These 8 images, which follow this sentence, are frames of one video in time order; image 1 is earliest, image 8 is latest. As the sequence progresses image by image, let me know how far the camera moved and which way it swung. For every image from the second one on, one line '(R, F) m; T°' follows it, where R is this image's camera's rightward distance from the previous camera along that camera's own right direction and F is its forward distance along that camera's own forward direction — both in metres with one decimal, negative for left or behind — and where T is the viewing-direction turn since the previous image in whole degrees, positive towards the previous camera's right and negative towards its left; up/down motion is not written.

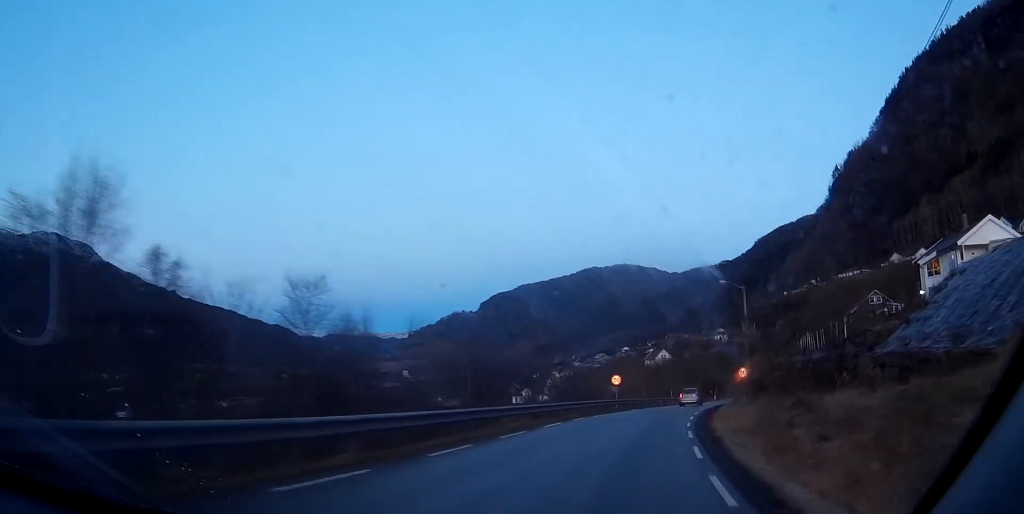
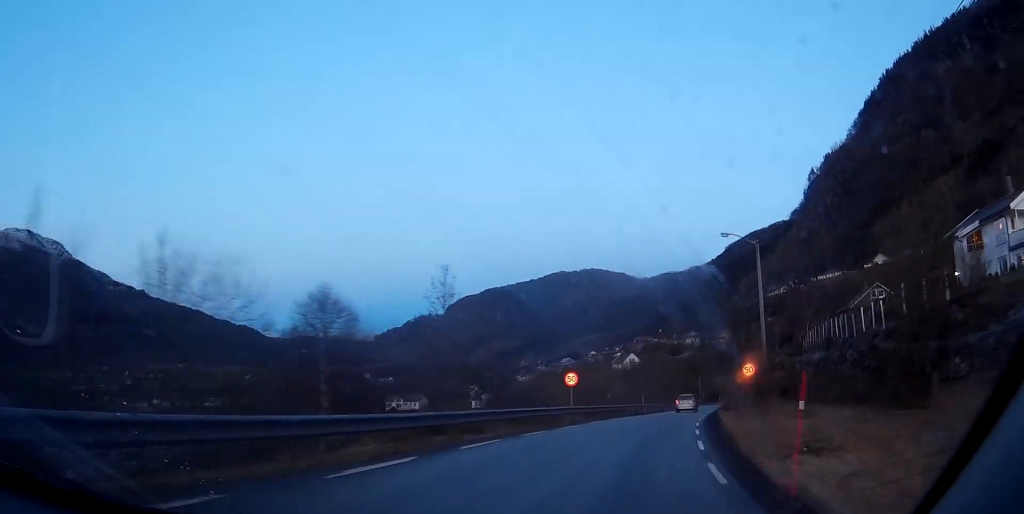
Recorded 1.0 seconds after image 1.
(+0.3, +16.5) m; +2°
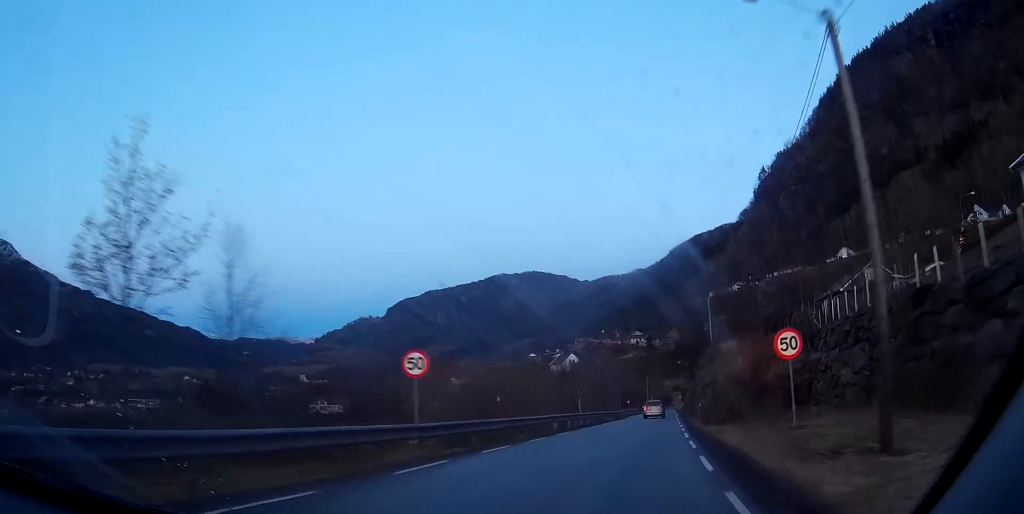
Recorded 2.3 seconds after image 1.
(+0.7, +22.0) m; +4°
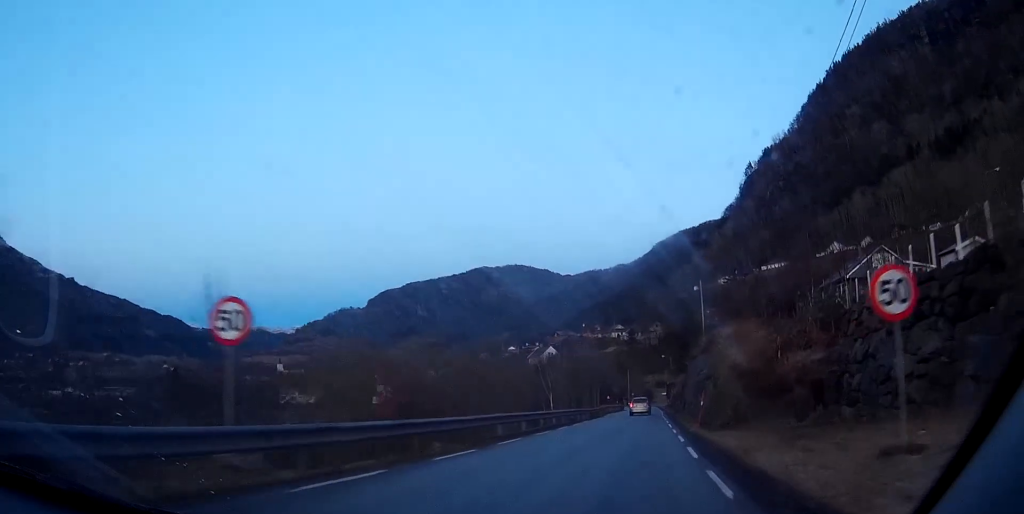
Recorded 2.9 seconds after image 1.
(+0.2, +9.3) m; +1°
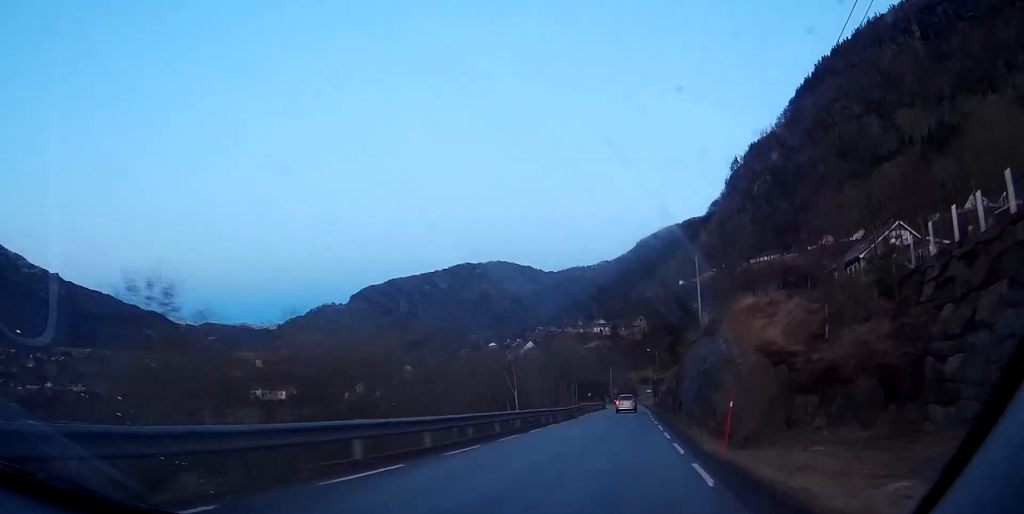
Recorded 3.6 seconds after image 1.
(+0.1, +10.9) m; +1°
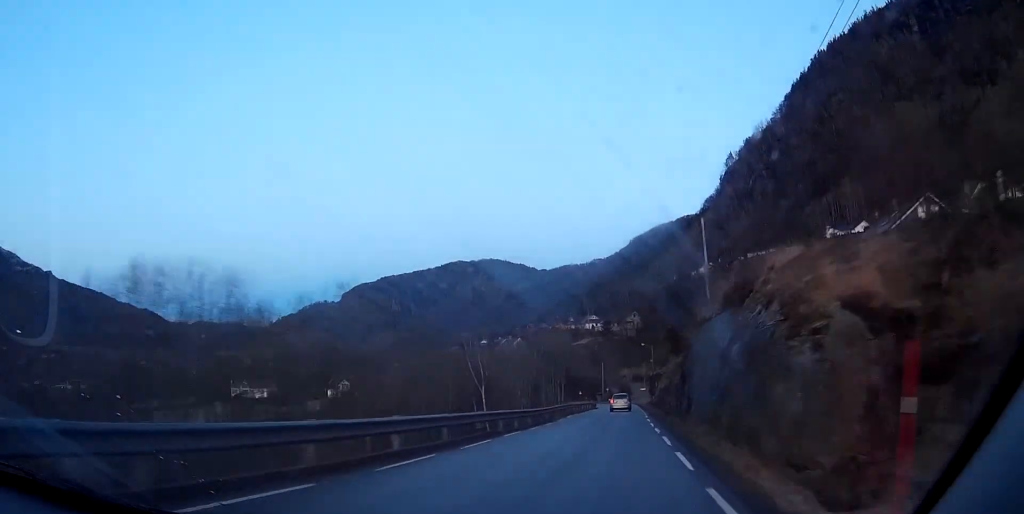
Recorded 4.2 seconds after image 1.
(0.0, +9.7) m; 0°
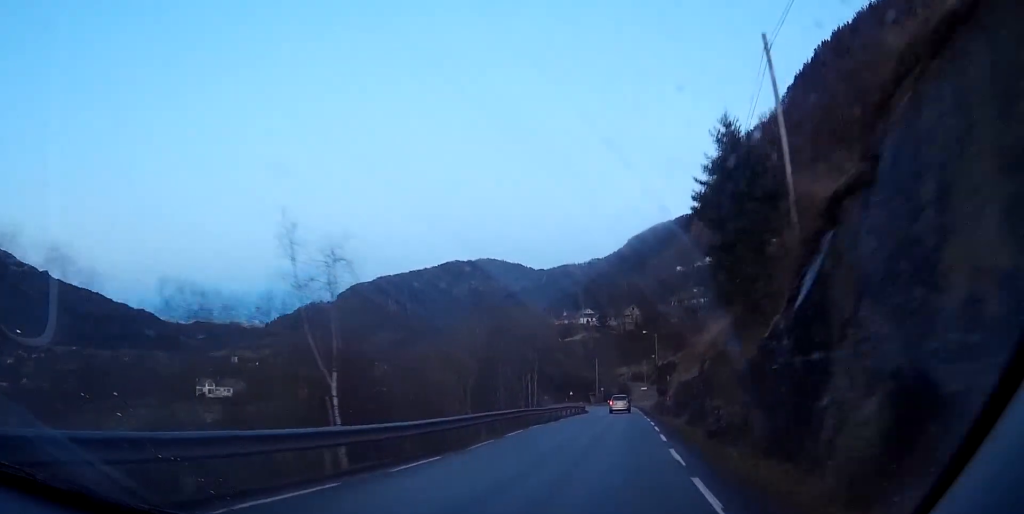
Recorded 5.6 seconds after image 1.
(-0.2, +22.6) m; 0°
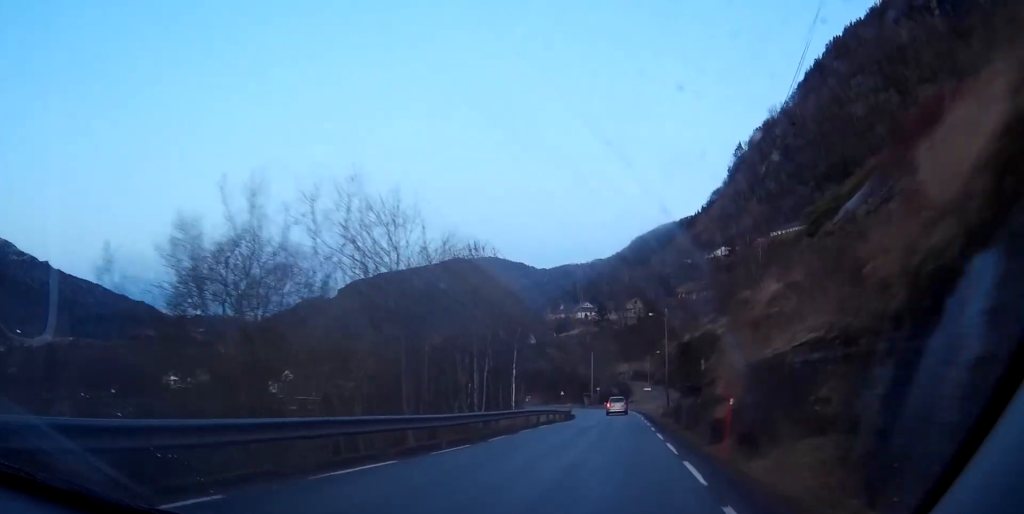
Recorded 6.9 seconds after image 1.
(+0.2, +20.8) m; 0°
